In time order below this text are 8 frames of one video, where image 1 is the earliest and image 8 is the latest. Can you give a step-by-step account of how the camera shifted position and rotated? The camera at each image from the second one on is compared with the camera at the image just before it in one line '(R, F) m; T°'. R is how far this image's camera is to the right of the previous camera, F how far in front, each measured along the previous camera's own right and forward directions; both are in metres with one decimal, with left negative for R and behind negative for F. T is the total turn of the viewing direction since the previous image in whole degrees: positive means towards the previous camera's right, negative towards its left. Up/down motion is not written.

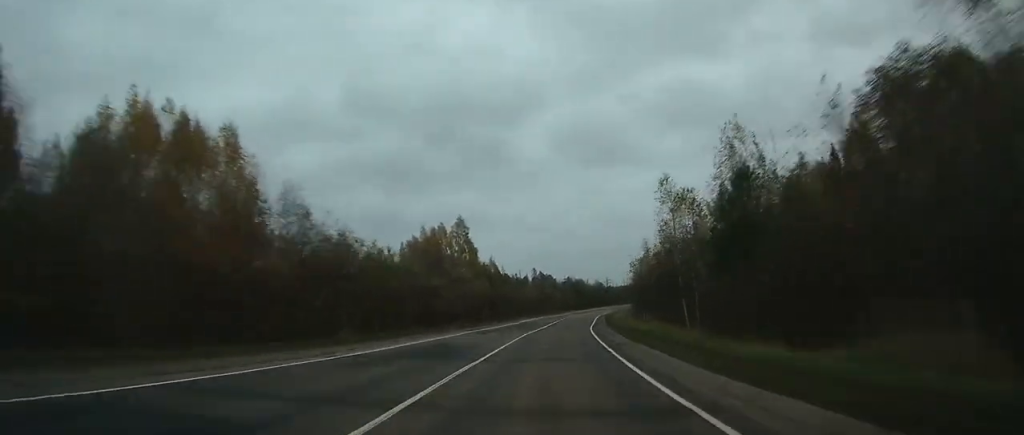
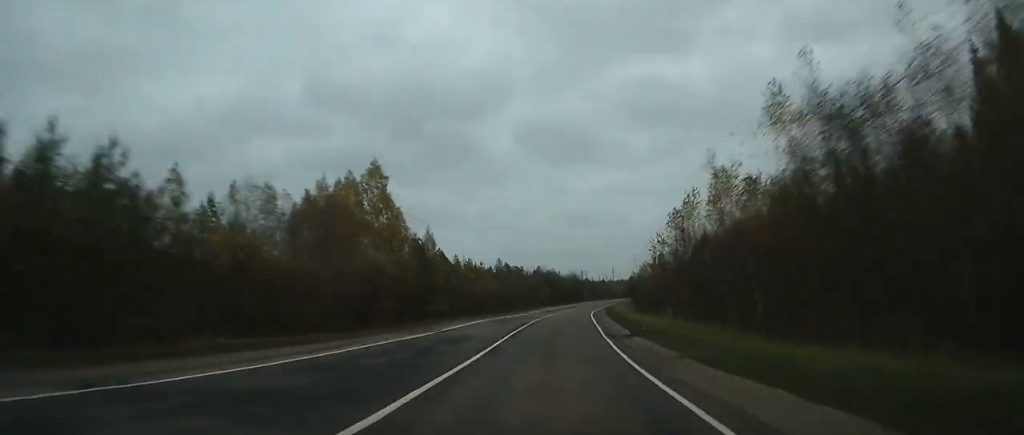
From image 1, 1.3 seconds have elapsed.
(+1.6, +34.2) m; +3°
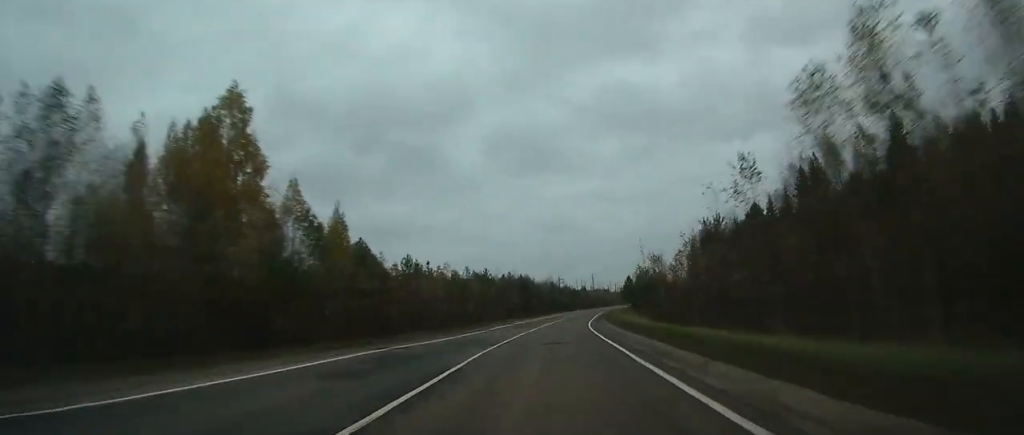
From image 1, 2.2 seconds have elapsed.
(+0.2, +25.2) m; +2°
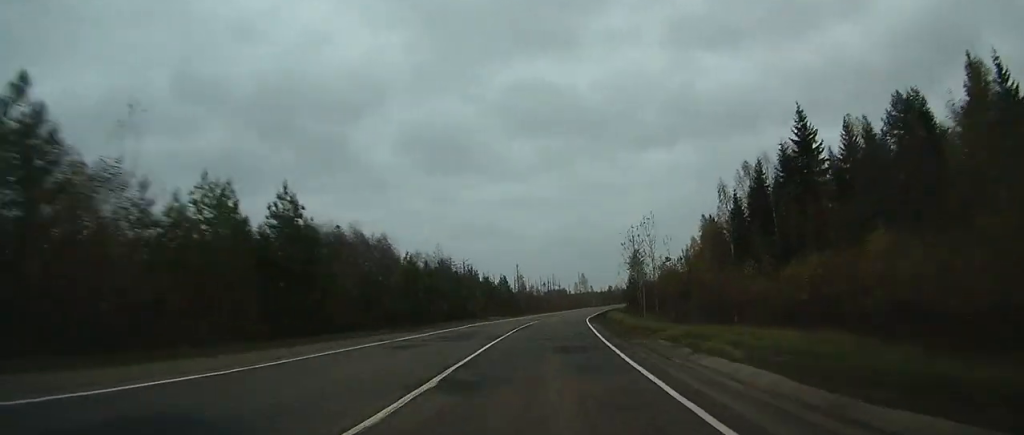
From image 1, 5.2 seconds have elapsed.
(+5.5, +77.6) m; +8°
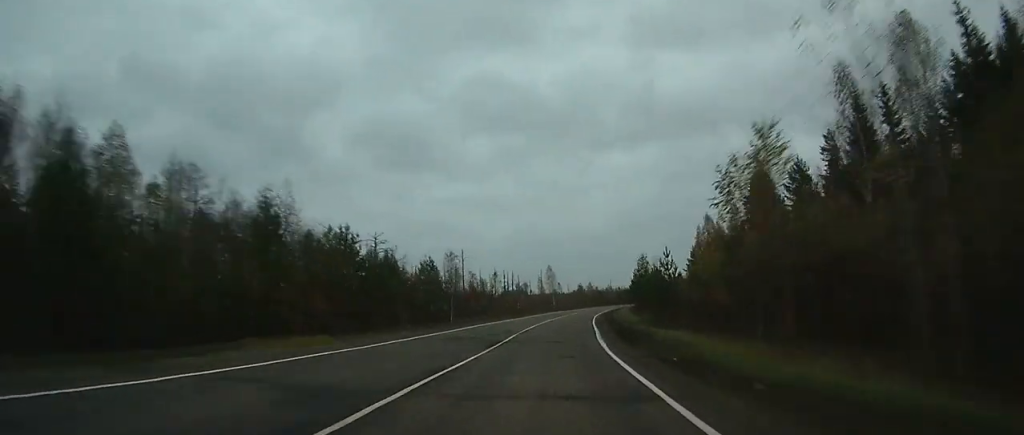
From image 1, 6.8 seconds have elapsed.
(+1.5, +40.5) m; +4°
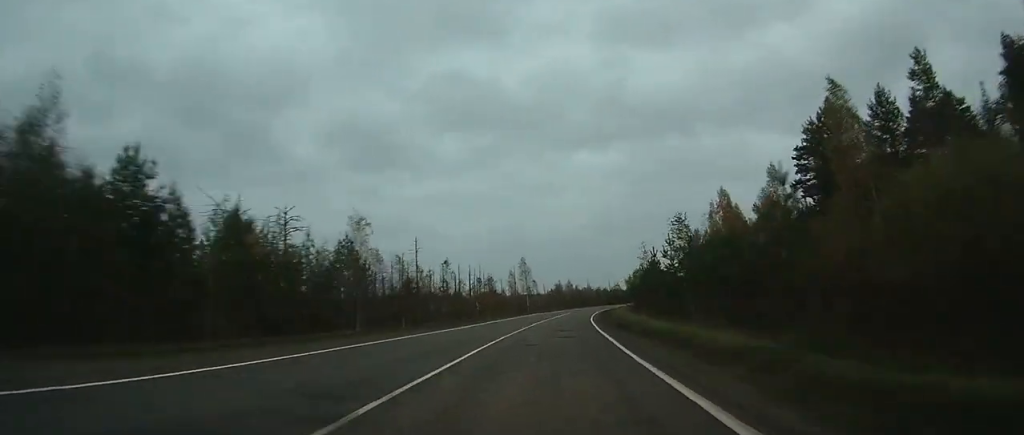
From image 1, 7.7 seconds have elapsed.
(+0.3, +21.9) m; +2°
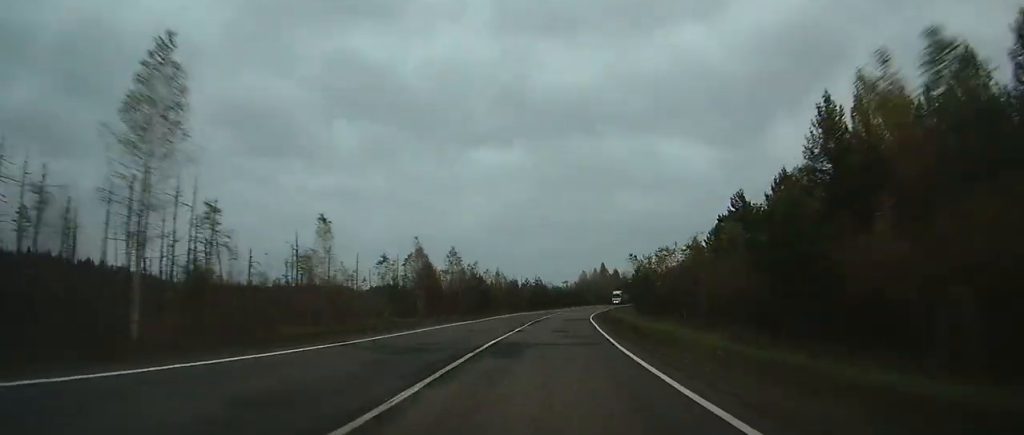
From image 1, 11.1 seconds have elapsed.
(+6.5, +91.5) m; +9°
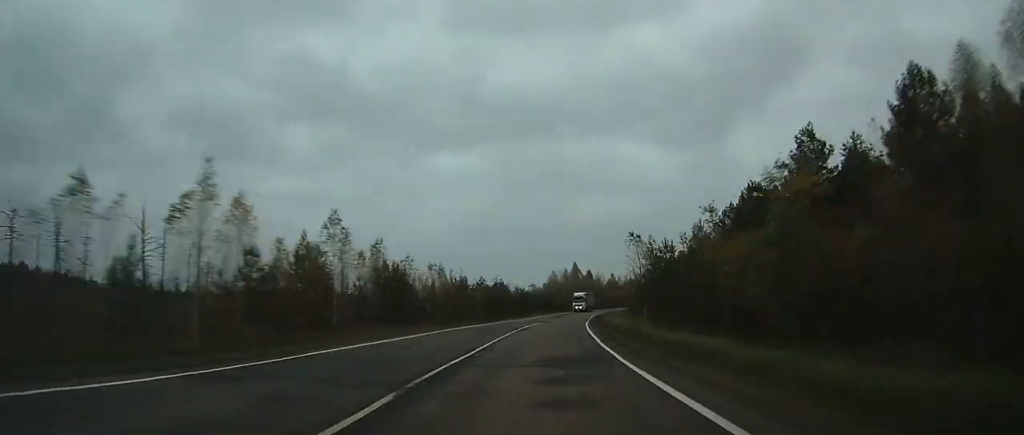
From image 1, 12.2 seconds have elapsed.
(+0.3, +30.4) m; +3°
